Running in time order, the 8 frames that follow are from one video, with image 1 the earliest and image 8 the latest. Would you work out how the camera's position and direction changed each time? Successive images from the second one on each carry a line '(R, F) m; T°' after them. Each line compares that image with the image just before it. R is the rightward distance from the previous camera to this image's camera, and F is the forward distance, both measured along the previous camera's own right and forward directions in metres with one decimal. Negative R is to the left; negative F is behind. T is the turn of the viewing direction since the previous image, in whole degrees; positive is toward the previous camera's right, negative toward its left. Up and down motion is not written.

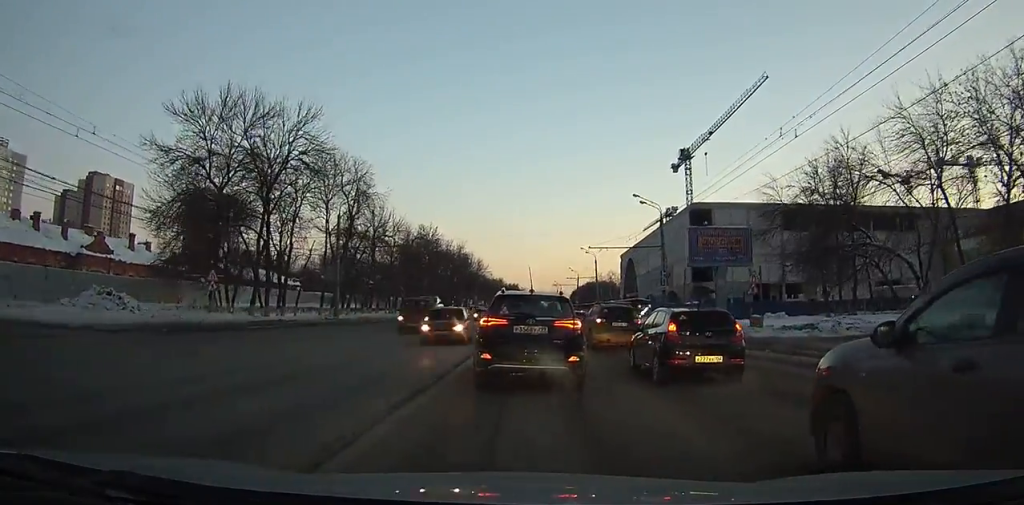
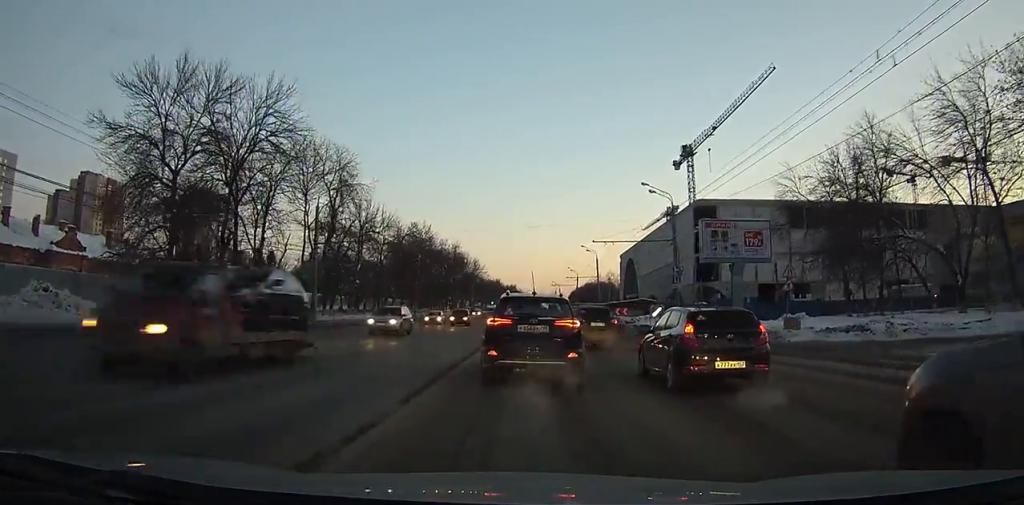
(0.0, +6.9) m; 0°
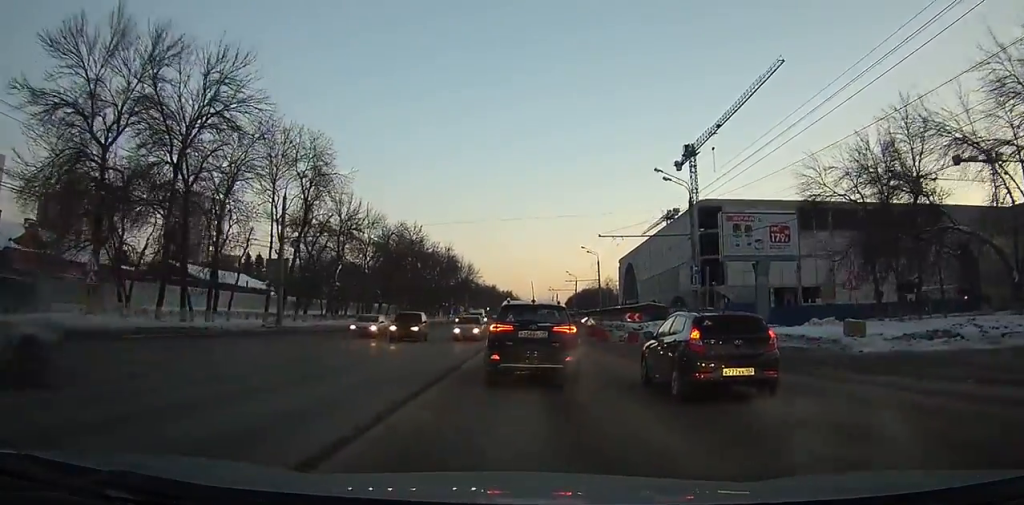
(+0.1, +7.4) m; 0°
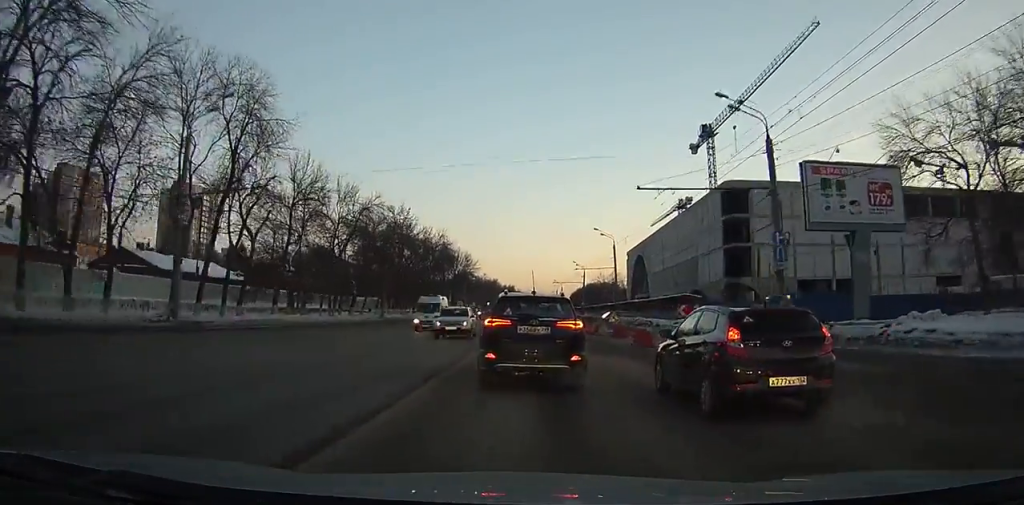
(0.0, +12.3) m; 0°
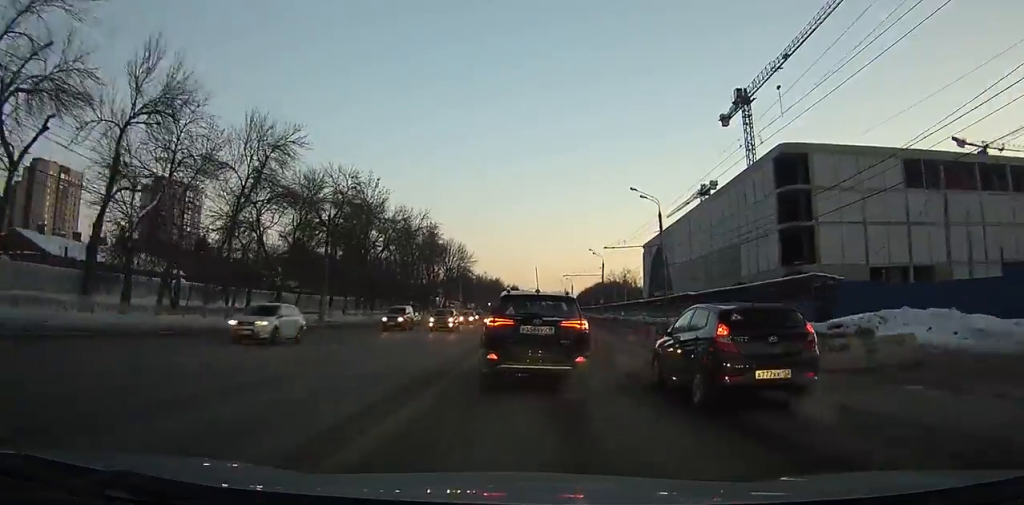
(-0.1, +23.9) m; 0°
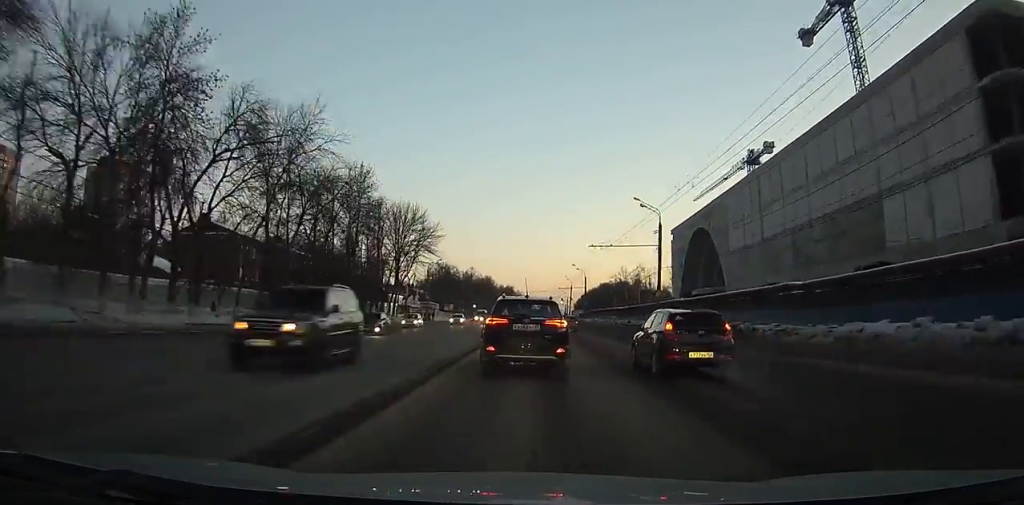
(+0.1, +44.6) m; 0°
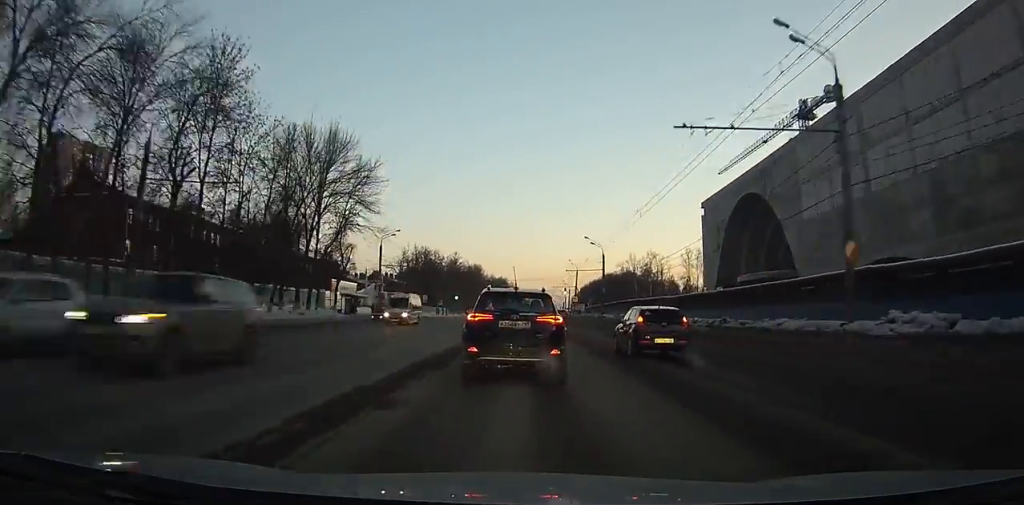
(-0.1, +31.1) m; 0°
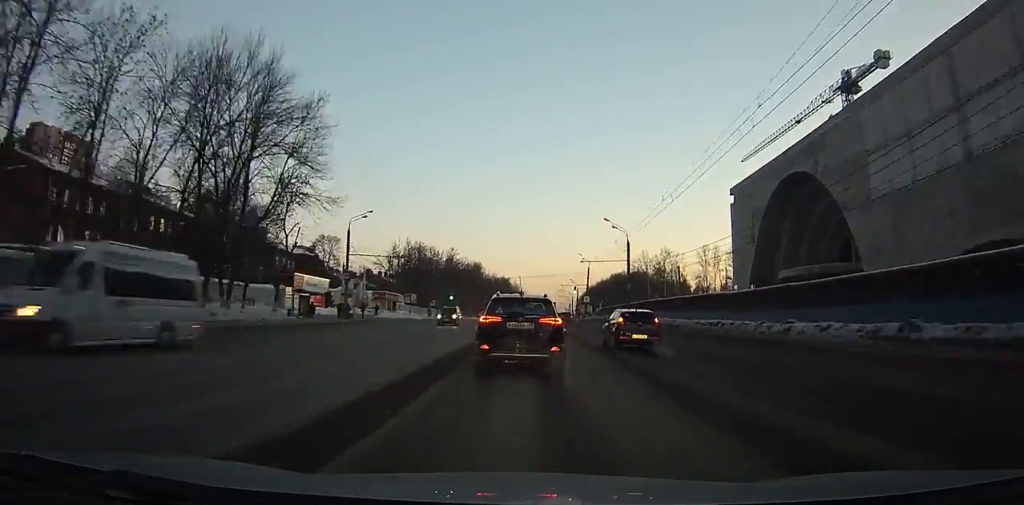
(0.0, +17.5) m; 0°
